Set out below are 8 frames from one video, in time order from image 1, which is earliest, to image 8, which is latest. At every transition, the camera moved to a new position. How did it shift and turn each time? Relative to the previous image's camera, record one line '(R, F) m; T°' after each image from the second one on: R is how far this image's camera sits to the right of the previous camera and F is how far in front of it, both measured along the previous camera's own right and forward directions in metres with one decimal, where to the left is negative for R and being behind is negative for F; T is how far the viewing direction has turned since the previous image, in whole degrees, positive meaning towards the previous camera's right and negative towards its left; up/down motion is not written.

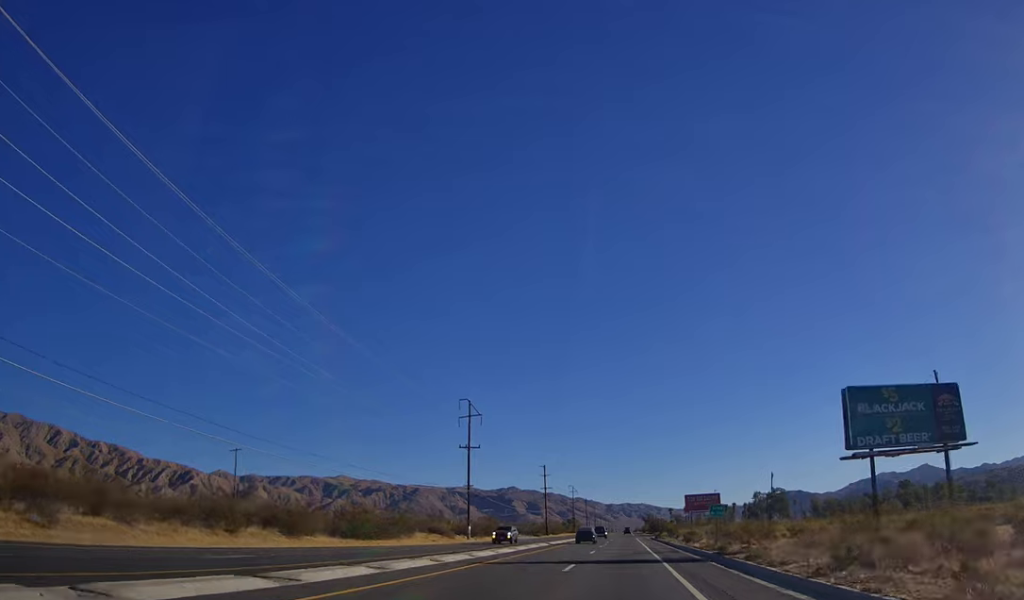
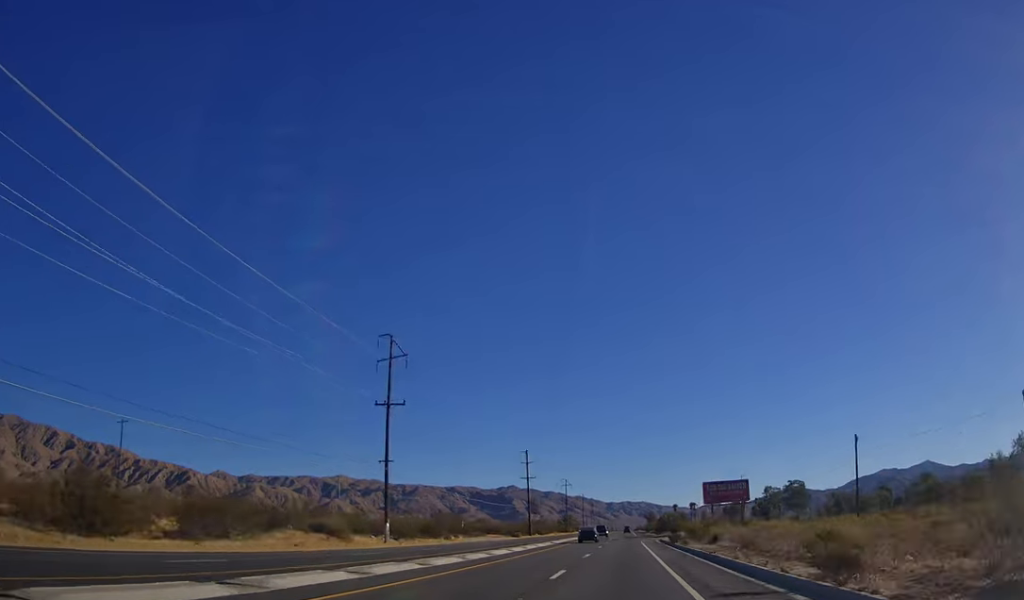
(-0.1, +31.9) m; 0°
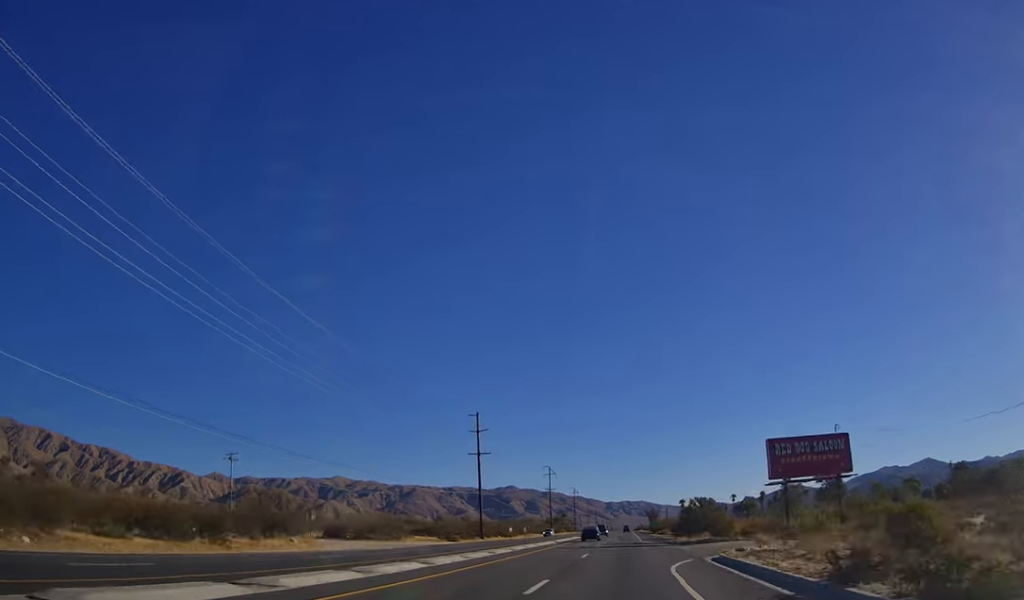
(+0.4, +48.1) m; 0°
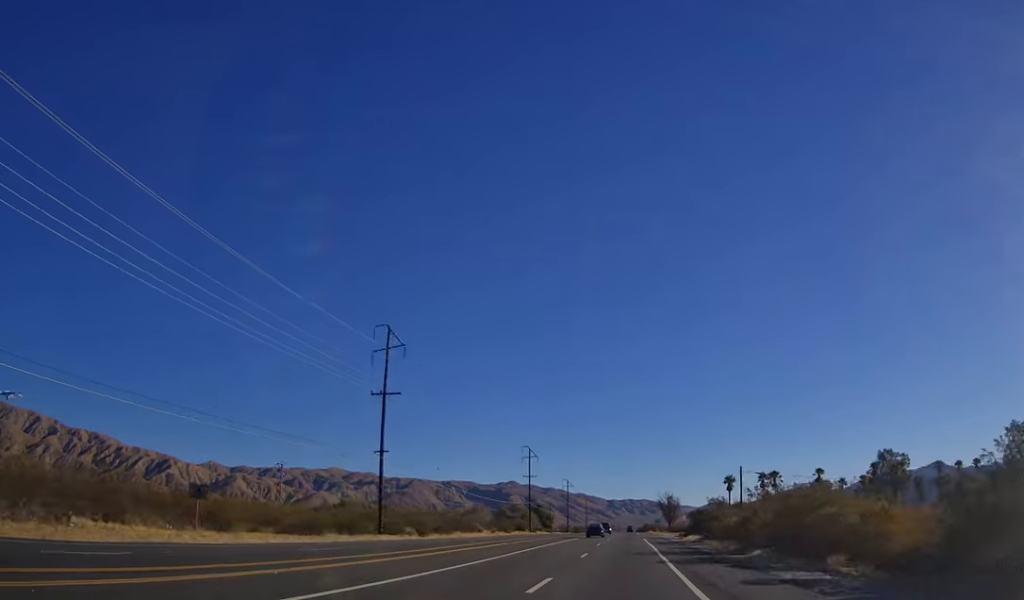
(+0.5, +133.7) m; 0°
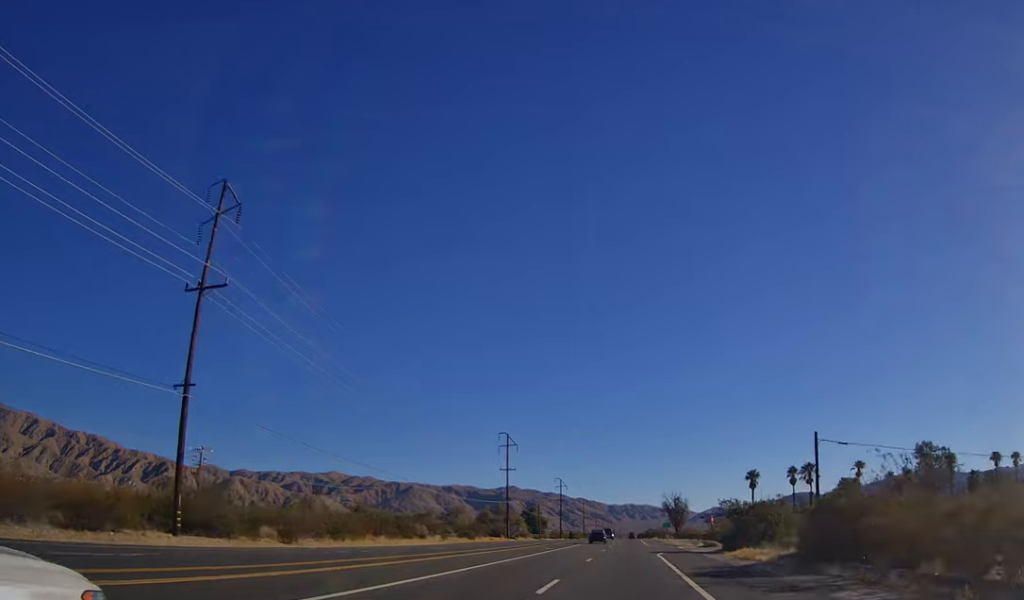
(-0.1, +29.2) m; 0°
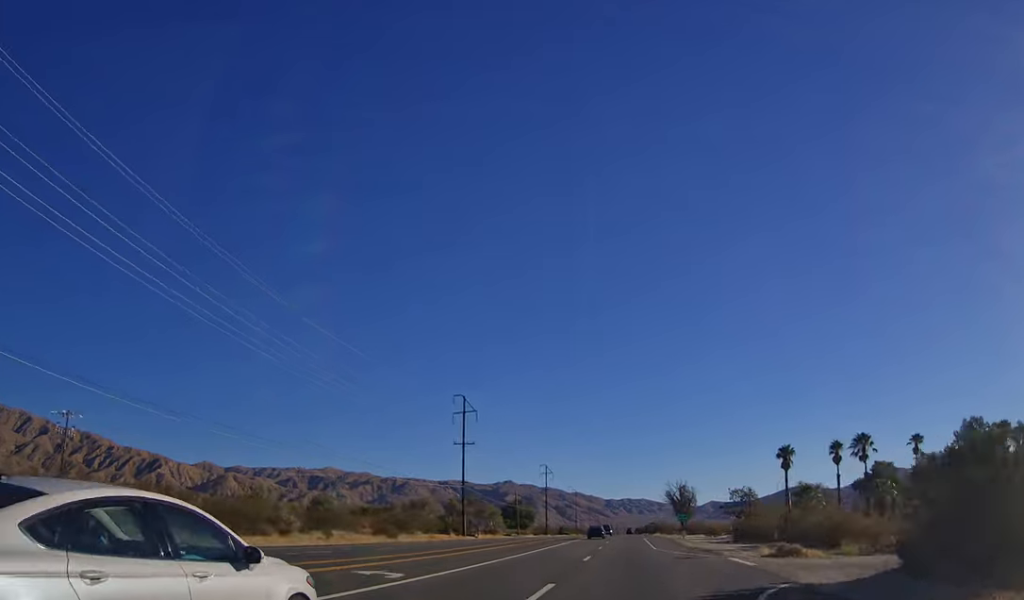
(-0.1, +31.0) m; 0°
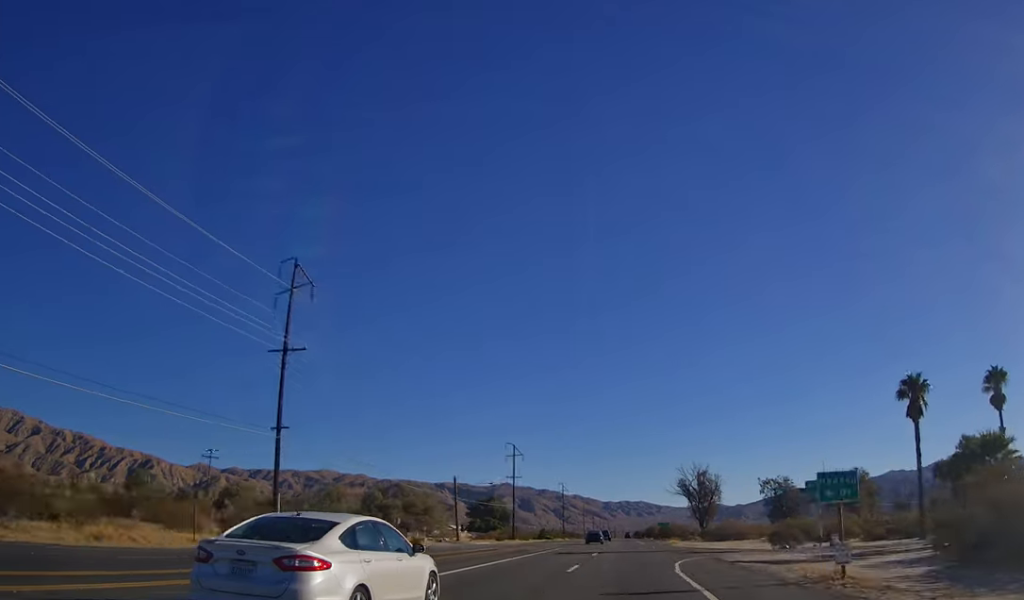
(0.0, +49.4) m; 0°
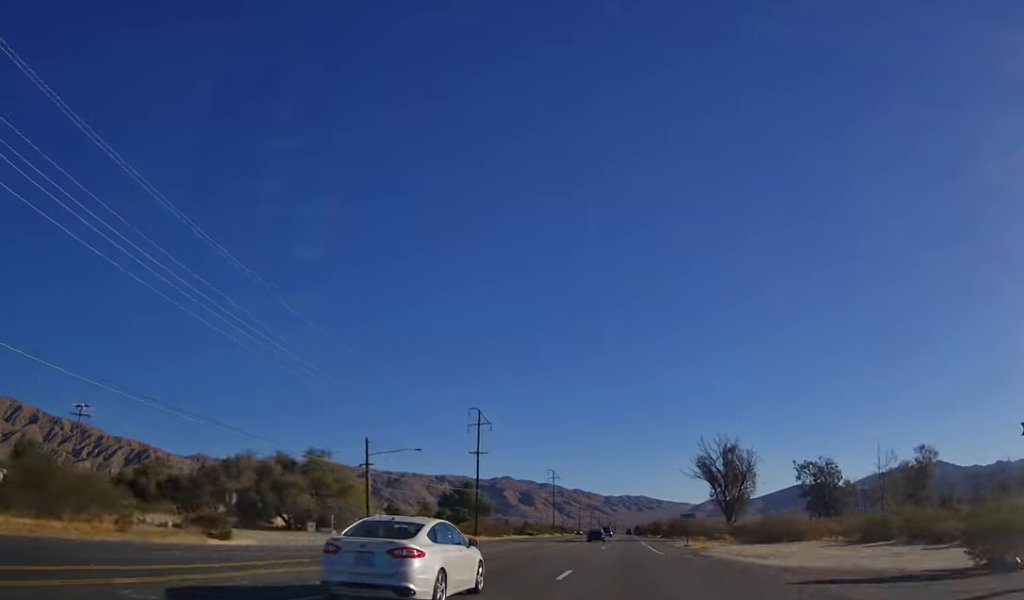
(+0.2, +33.0) m; 0°
